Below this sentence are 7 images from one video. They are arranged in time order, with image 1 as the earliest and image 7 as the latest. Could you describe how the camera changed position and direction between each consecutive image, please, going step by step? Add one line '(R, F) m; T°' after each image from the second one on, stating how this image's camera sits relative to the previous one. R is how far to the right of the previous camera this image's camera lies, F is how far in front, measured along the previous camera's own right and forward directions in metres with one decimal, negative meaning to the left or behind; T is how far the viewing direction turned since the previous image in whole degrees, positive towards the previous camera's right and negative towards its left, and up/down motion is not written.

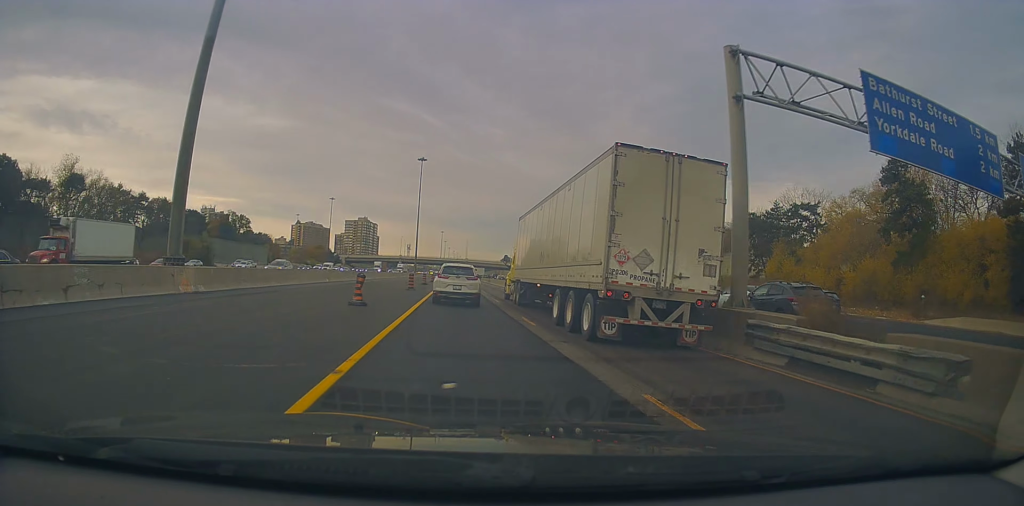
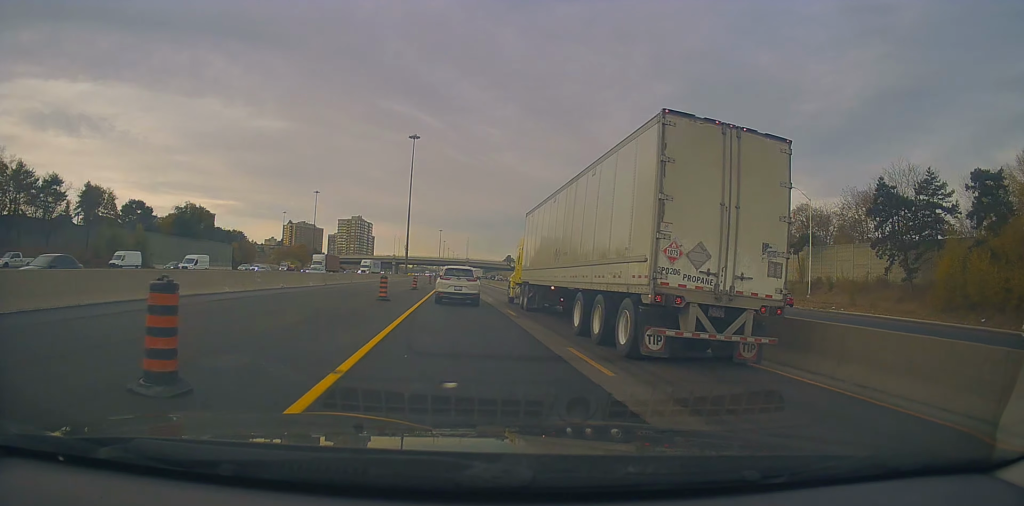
(-0.1, +30.6) m; +1°
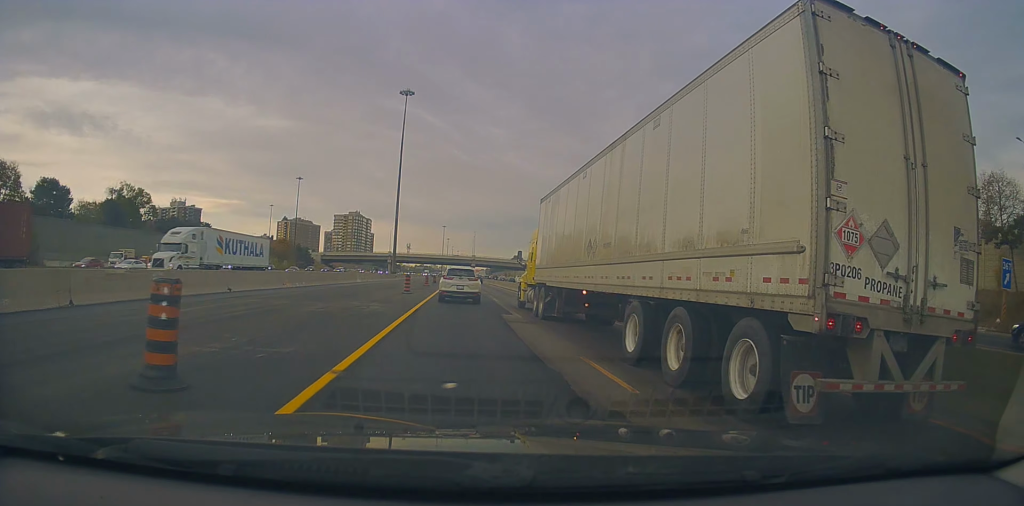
(-0.1, +36.3) m; -1°
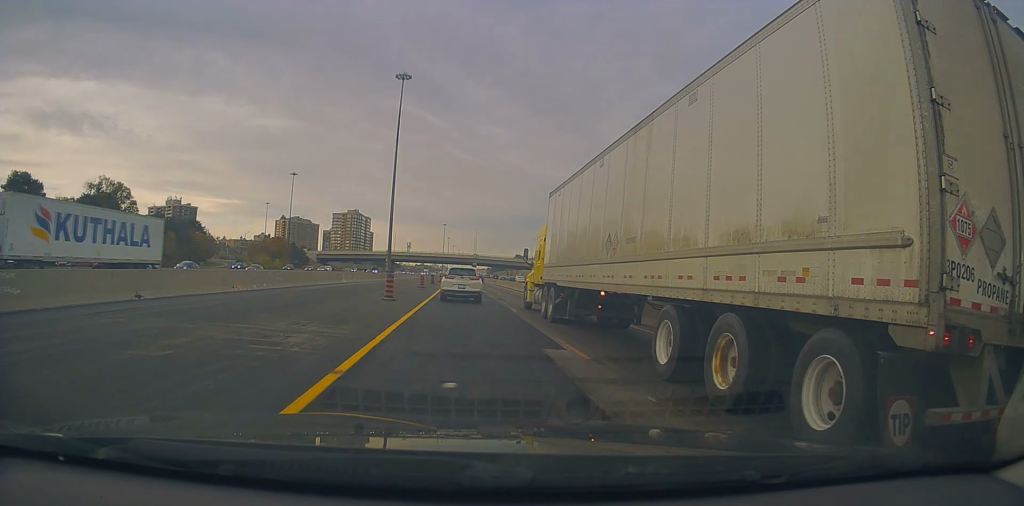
(0.0, +9.4) m; -1°
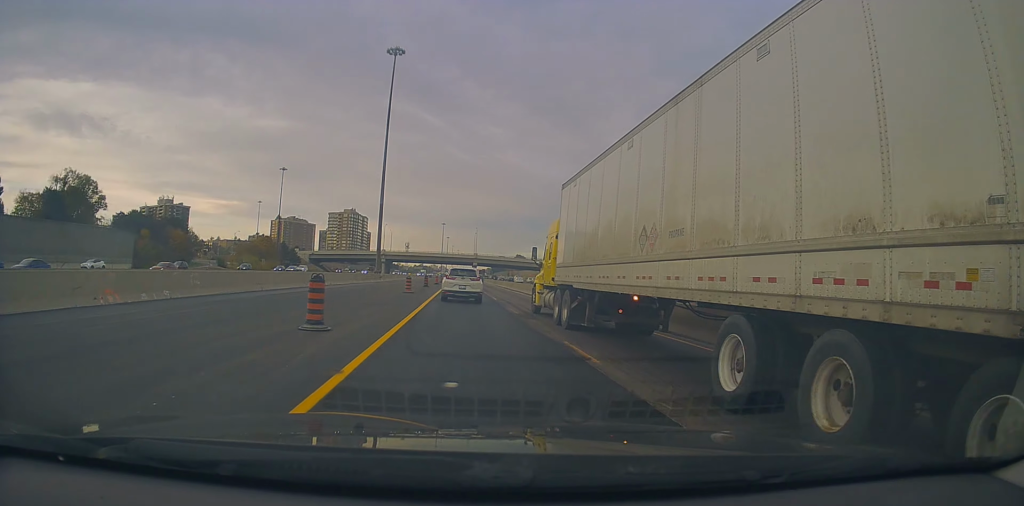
(-0.1, +12.1) m; 0°
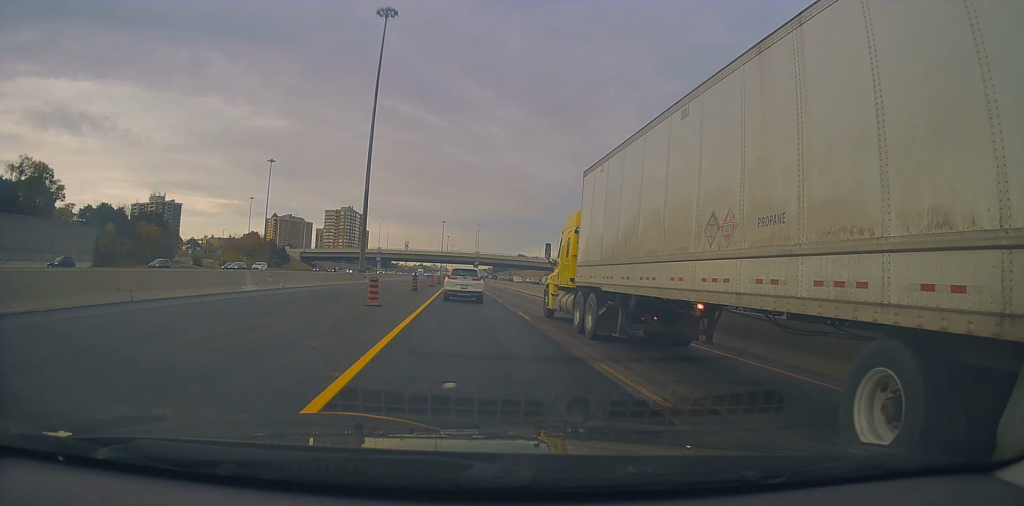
(-0.2, +14.7) m; +1°
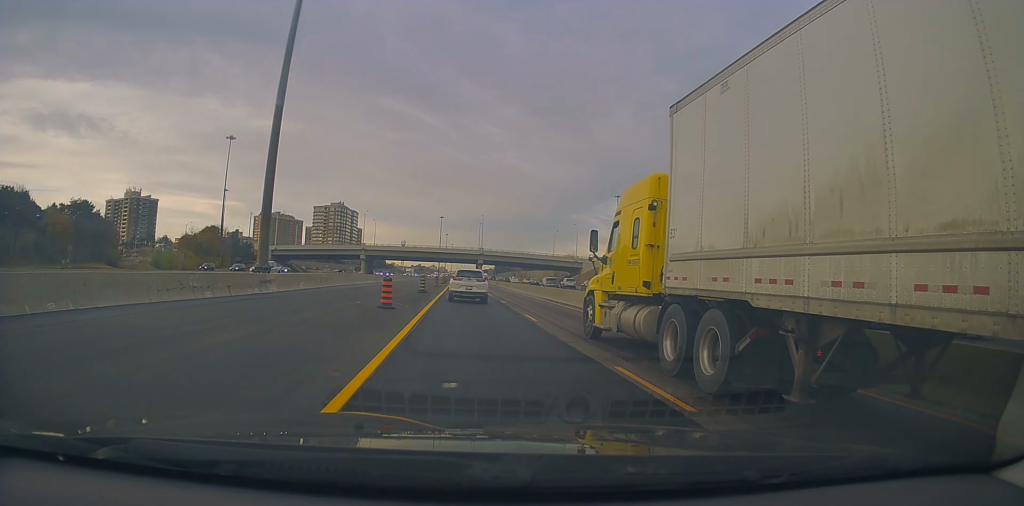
(+0.8, +35.6) m; +1°
